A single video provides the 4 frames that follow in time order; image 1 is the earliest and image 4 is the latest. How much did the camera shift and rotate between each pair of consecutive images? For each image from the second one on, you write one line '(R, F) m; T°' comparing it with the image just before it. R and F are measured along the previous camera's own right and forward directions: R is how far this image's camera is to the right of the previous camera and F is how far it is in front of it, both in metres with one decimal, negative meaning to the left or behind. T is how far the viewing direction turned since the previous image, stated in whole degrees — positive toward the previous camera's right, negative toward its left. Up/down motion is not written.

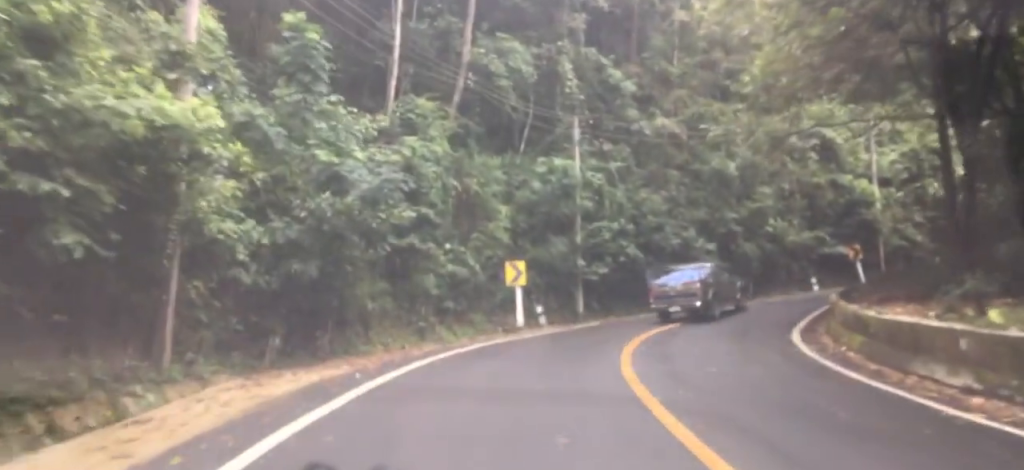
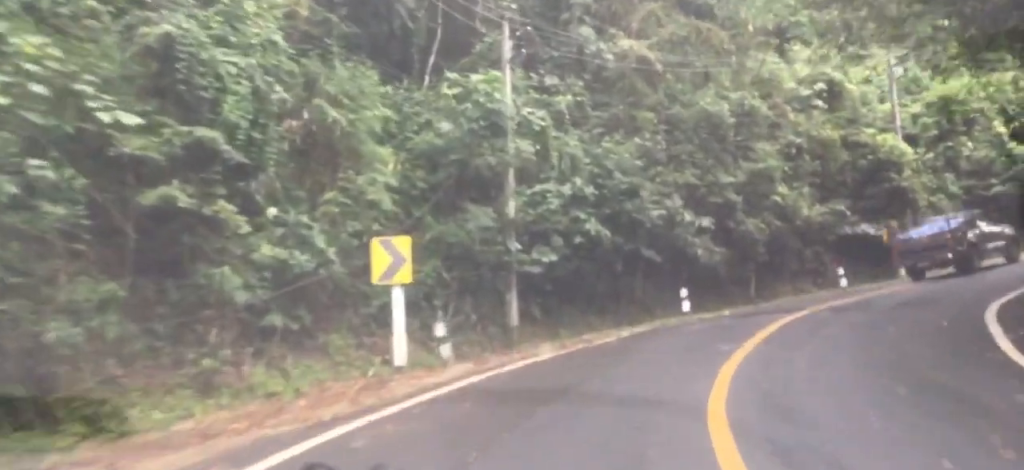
(-1.7, +15.3) m; +3°
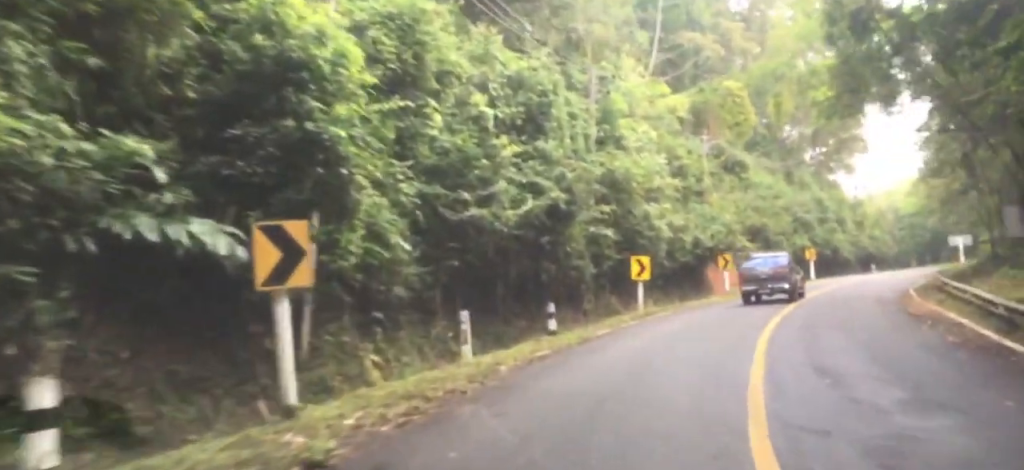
(+11.3, +22.1) m; +50°
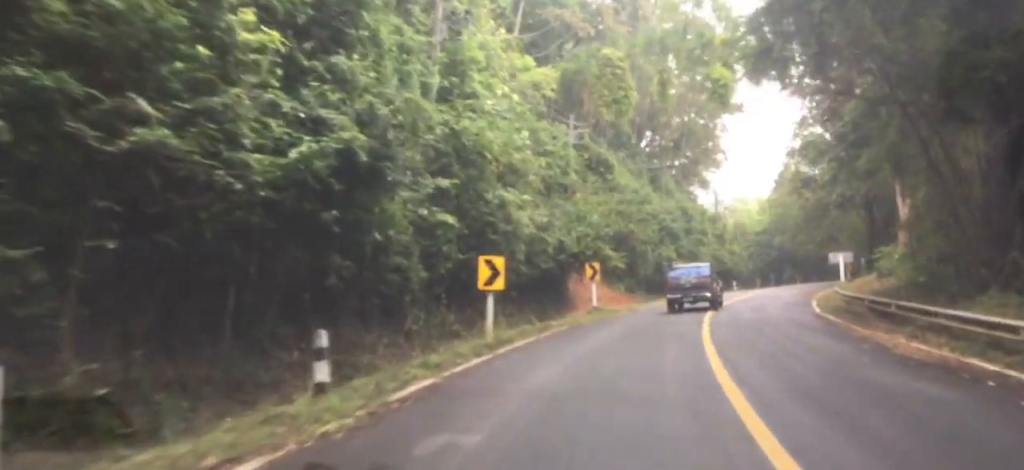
(+0.7, +8.2) m; +3°
